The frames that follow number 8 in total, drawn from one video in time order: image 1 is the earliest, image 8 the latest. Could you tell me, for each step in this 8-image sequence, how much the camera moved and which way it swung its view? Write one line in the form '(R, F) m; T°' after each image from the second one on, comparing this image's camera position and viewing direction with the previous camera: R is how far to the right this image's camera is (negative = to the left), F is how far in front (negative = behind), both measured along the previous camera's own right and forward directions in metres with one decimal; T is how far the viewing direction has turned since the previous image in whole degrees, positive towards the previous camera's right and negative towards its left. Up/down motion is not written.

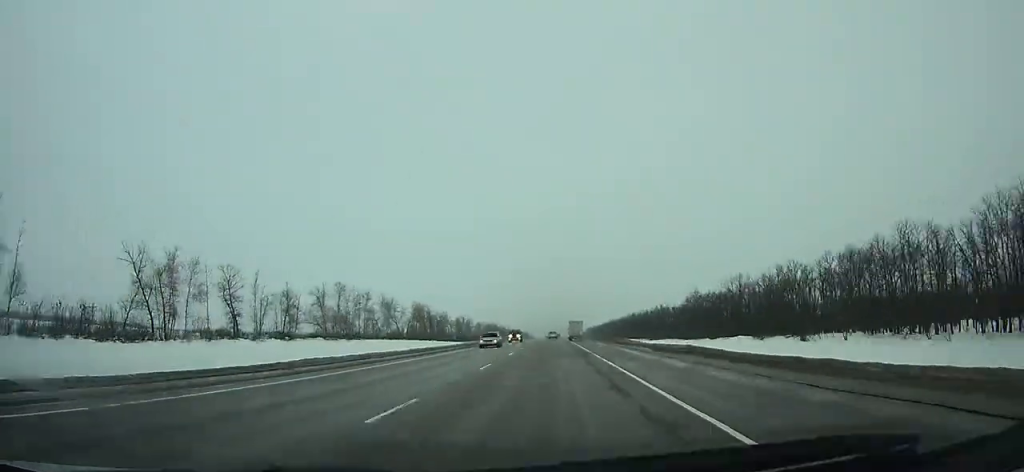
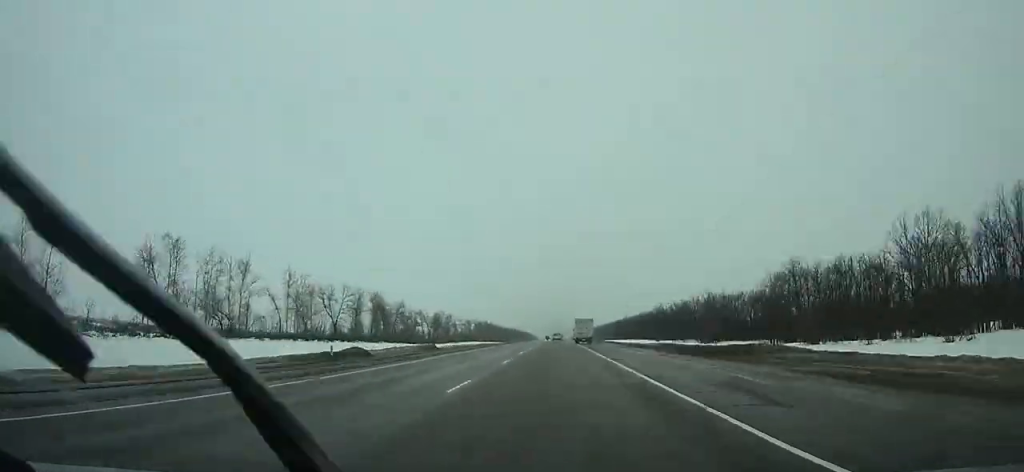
(0.0, +67.4) m; 0°
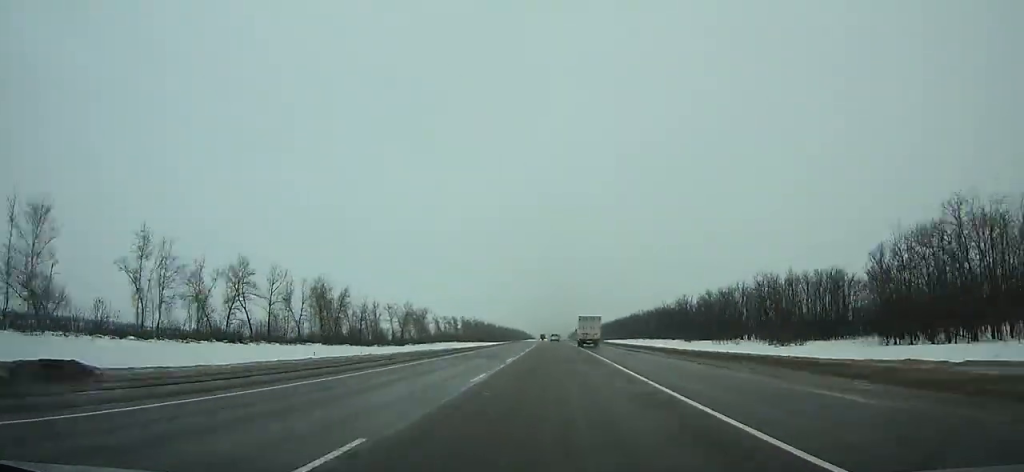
(+0.1, +43.5) m; 0°
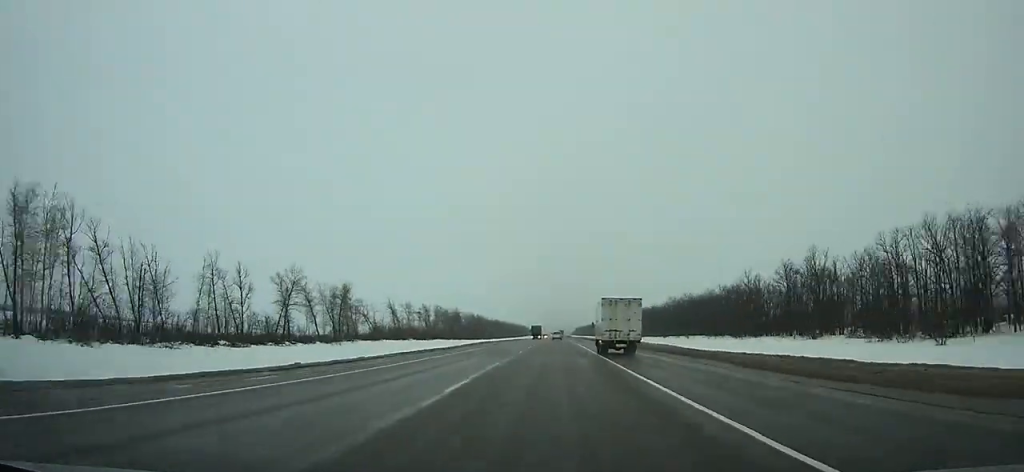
(-0.4, +87.5) m; 0°
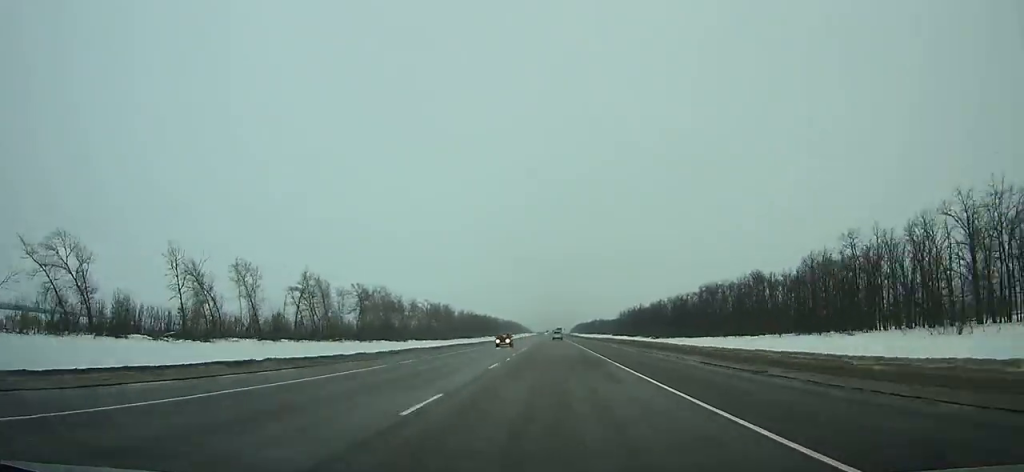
(+0.7, +123.4) m; 0°
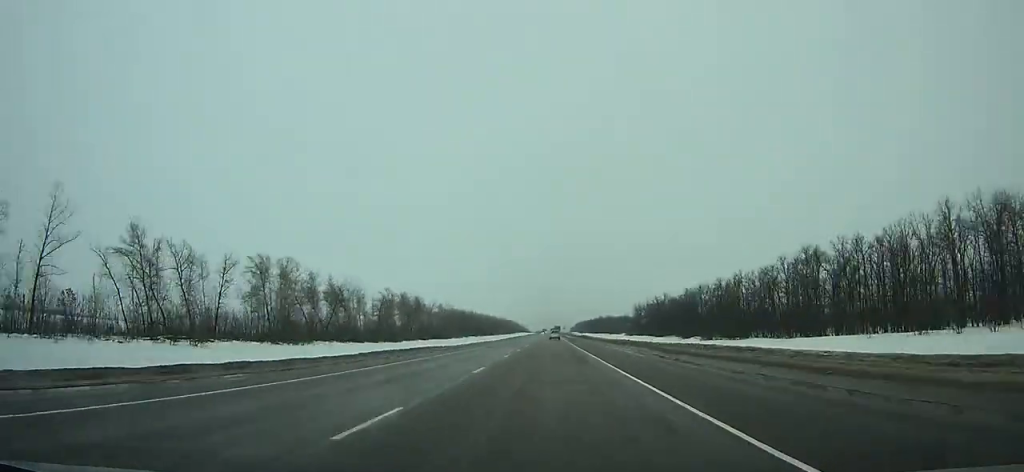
(+0.1, +60.3) m; 0°
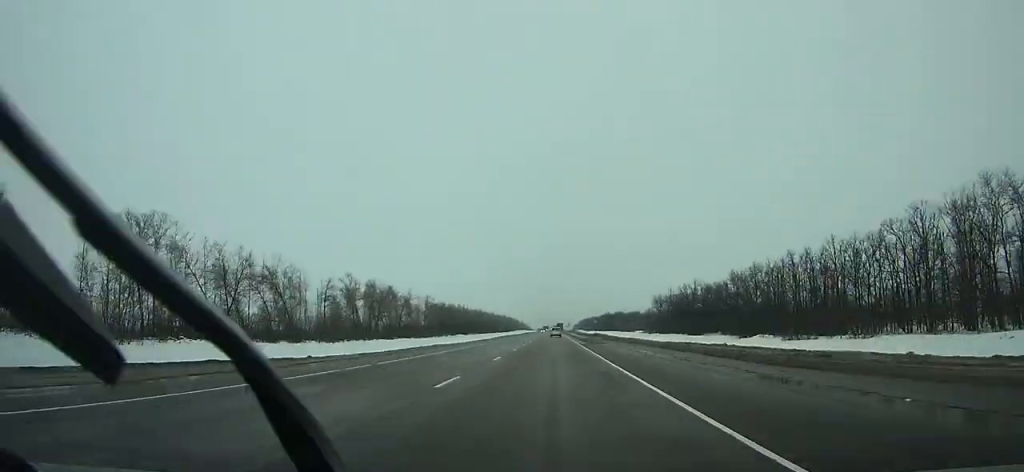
(0.0, +41.1) m; 0°
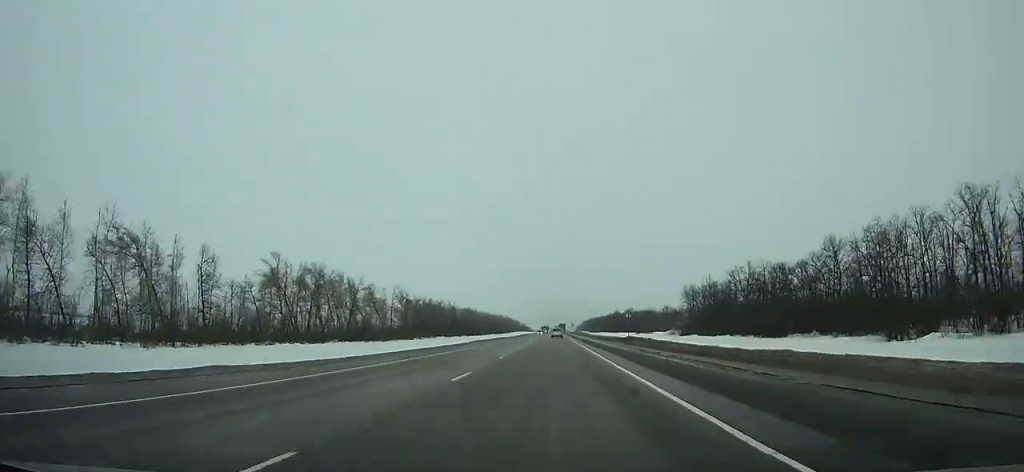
(0.0, +46.5) m; 0°
